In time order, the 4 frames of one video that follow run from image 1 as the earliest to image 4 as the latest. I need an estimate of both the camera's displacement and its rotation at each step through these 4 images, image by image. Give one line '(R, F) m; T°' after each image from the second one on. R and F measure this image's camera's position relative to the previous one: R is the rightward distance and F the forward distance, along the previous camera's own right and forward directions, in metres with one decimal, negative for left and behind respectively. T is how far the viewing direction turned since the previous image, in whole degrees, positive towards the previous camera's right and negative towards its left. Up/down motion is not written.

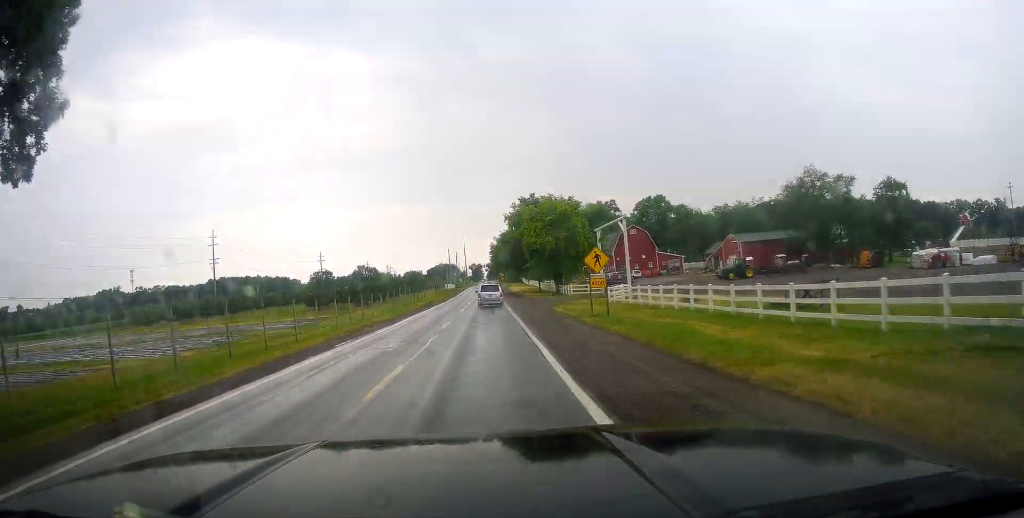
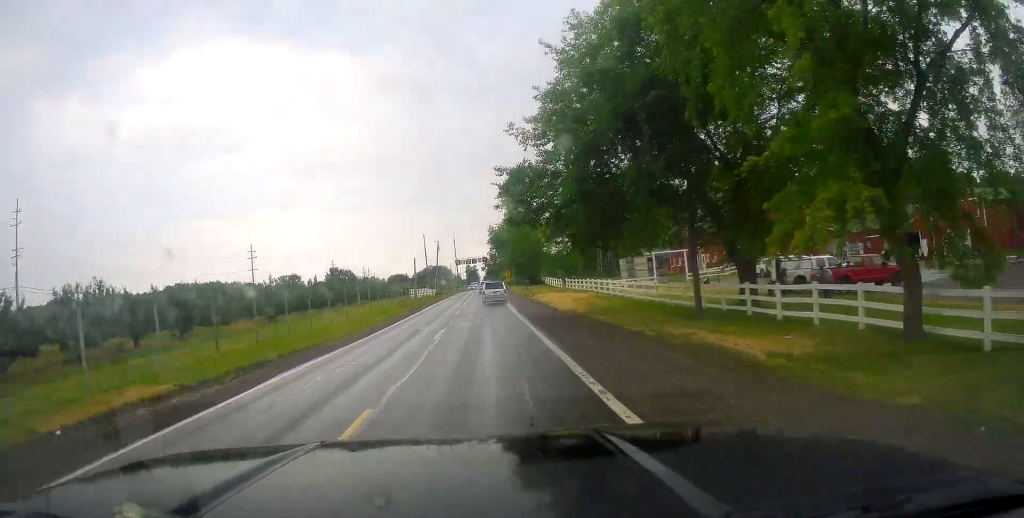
(+0.6, +66.1) m; +1°
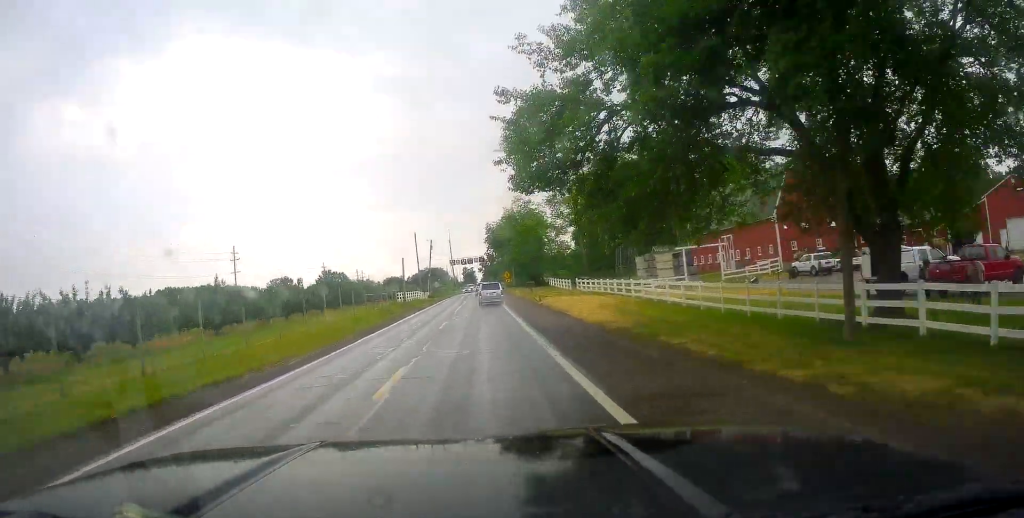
(+0.2, +9.9) m; +1°
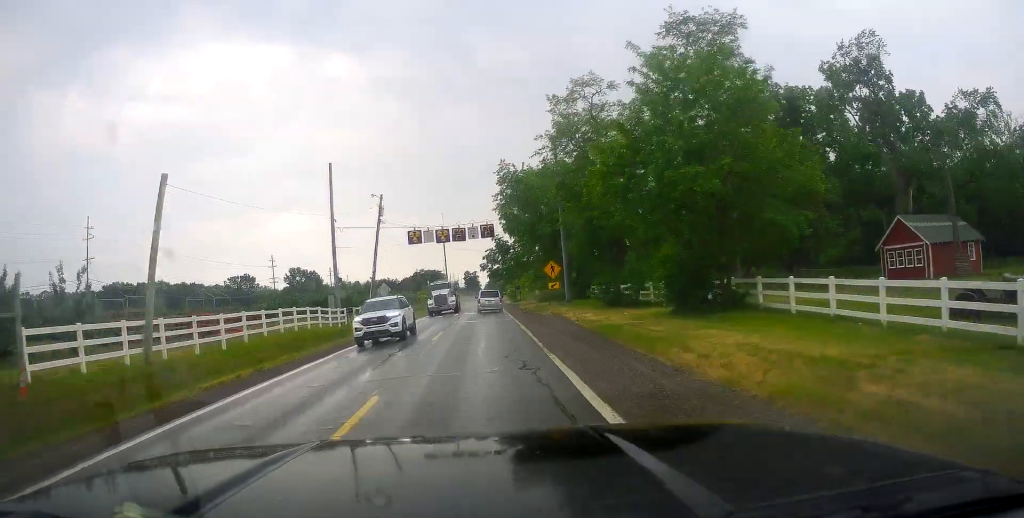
(+0.2, +64.4) m; -2°
